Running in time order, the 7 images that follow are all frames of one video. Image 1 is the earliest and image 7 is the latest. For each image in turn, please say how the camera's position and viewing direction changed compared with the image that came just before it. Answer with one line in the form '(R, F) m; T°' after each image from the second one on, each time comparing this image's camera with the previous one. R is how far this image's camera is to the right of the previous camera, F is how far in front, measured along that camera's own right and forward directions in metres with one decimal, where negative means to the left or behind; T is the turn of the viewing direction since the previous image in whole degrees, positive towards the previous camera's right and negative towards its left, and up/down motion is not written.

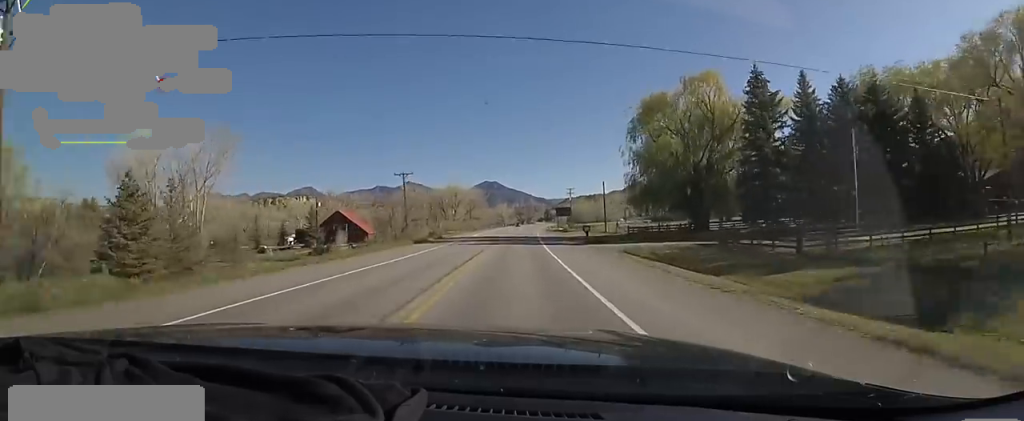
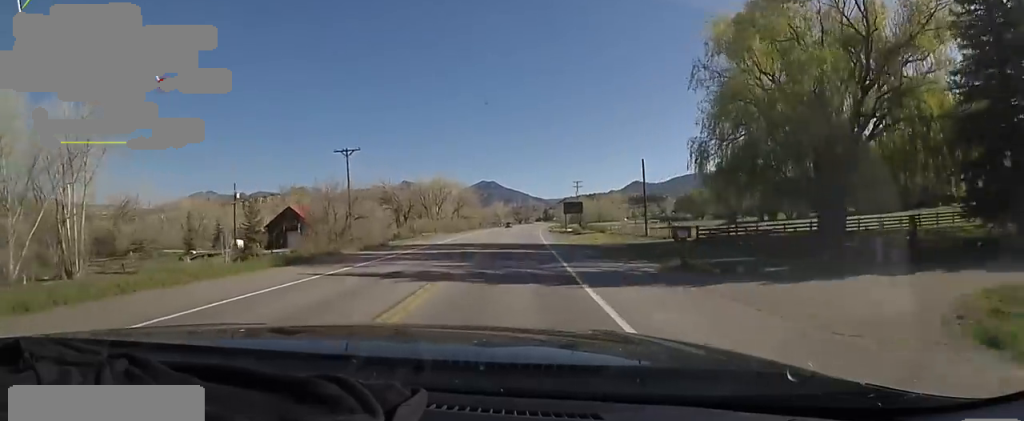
(0.0, +23.1) m; 0°
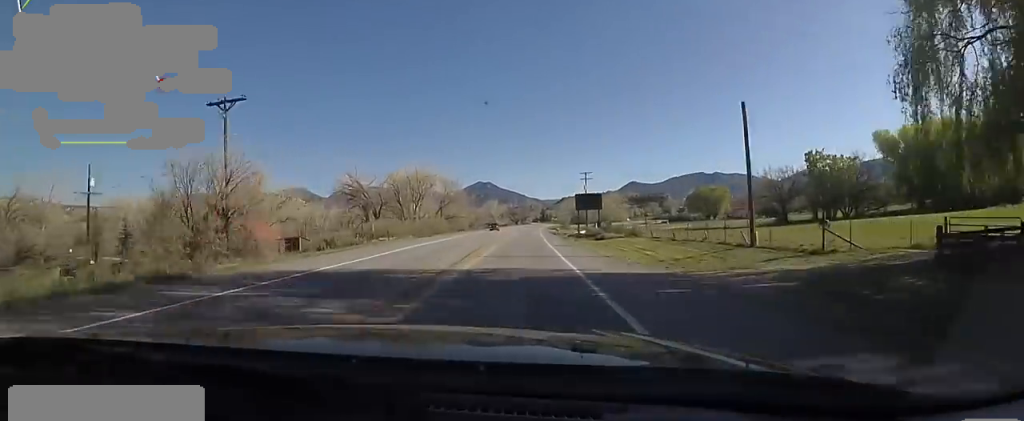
(0.0, +21.4) m; 0°
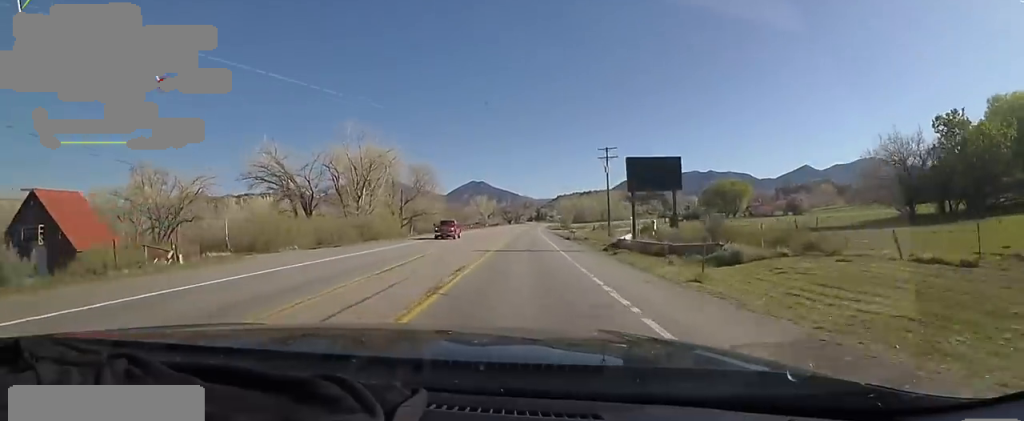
(+0.6, +30.1) m; +2°
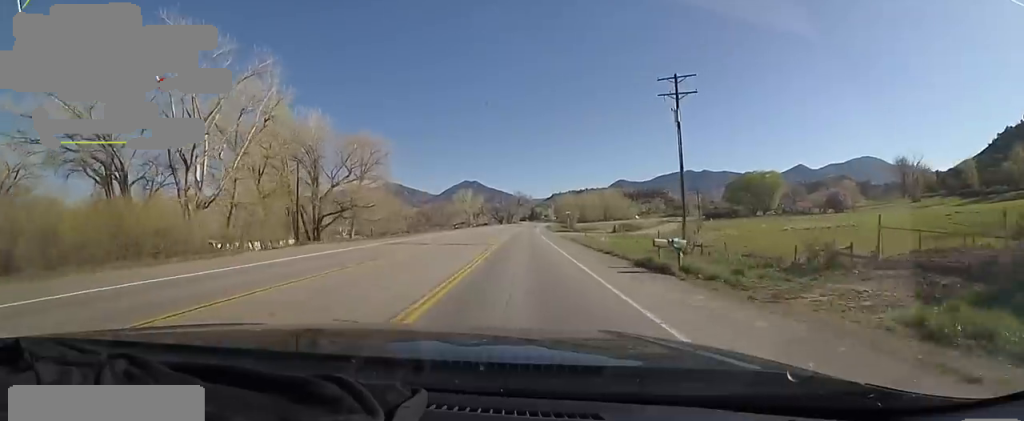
(+0.1, +33.4) m; 0°
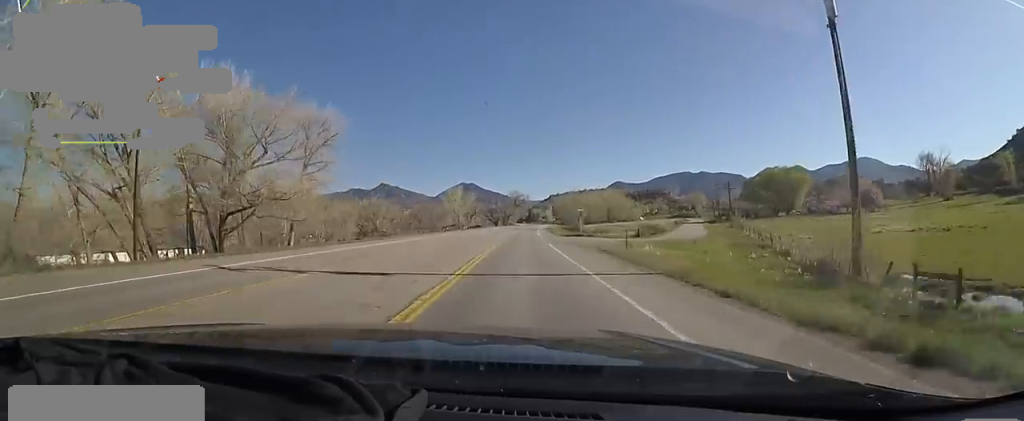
(-0.1, +18.9) m; +1°
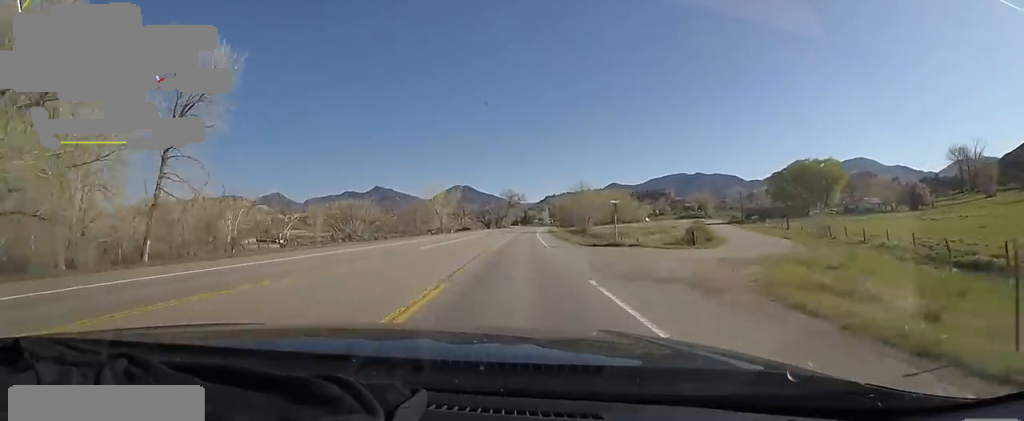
(+0.6, +22.3) m; +1°
